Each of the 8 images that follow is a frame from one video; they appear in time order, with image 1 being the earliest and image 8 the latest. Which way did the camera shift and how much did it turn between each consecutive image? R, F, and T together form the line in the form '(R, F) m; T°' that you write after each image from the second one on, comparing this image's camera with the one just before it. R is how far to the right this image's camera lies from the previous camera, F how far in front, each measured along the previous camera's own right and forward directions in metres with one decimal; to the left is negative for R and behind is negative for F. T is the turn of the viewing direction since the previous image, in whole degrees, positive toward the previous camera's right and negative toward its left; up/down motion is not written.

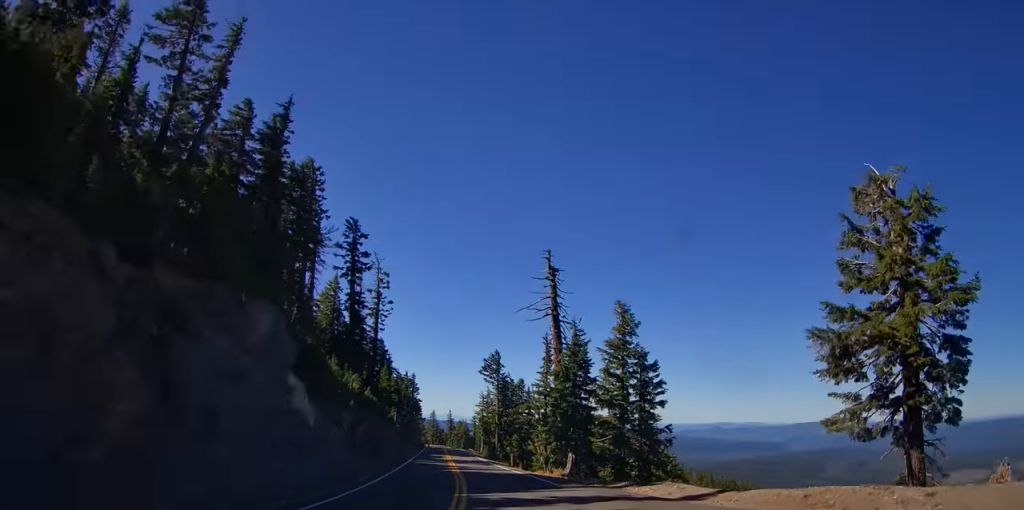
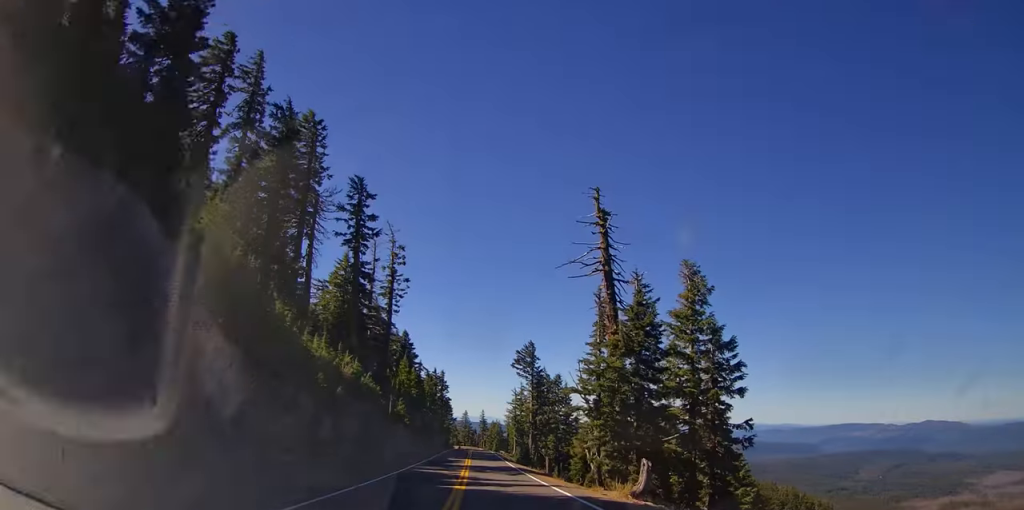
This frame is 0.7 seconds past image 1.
(0.0, +11.8) m; 0°
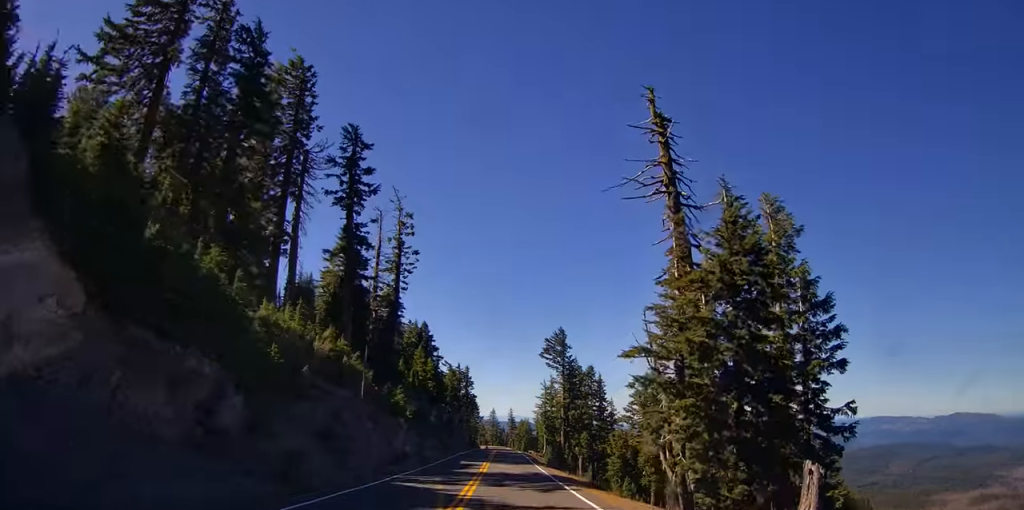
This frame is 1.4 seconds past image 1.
(0.0, +10.4) m; -2°
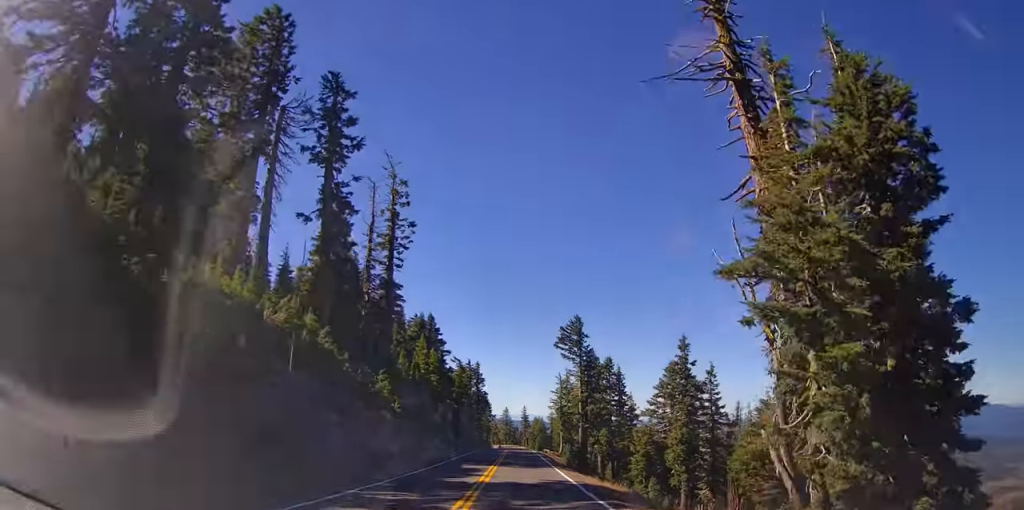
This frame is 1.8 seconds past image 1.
(+0.2, +7.7) m; -2°
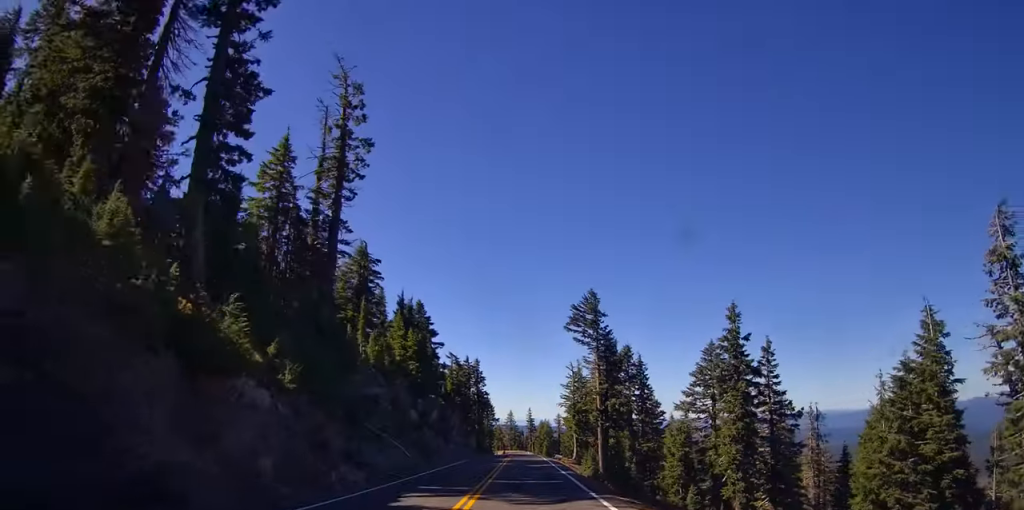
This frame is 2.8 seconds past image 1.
(-1.0, +15.6) m; -1°
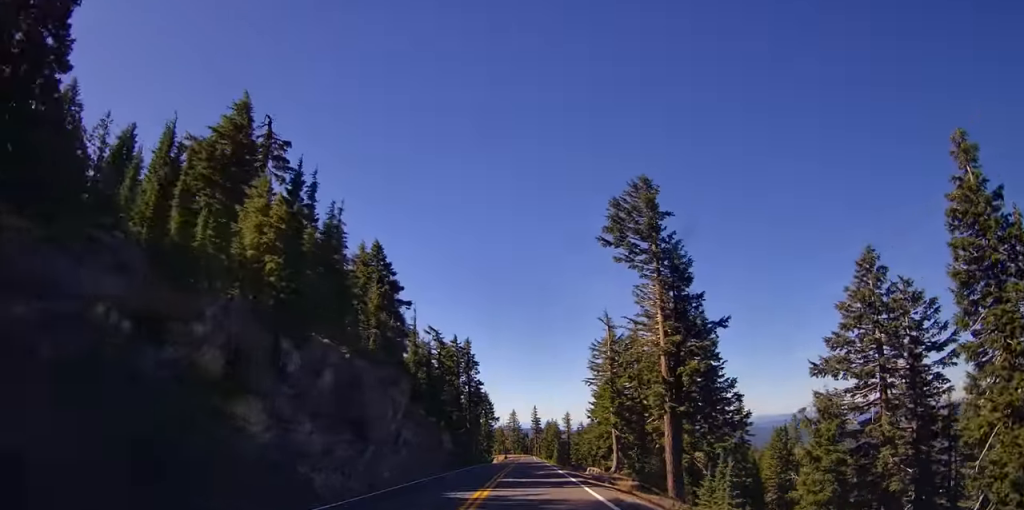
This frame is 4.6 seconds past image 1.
(+0.1, +31.4) m; -3°
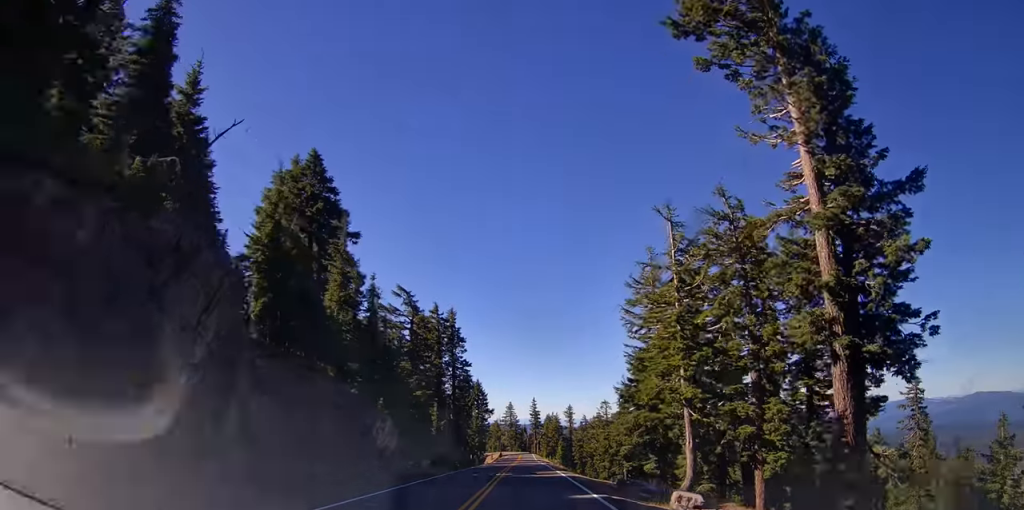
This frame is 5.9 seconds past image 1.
(-0.7, +22.3) m; -1°
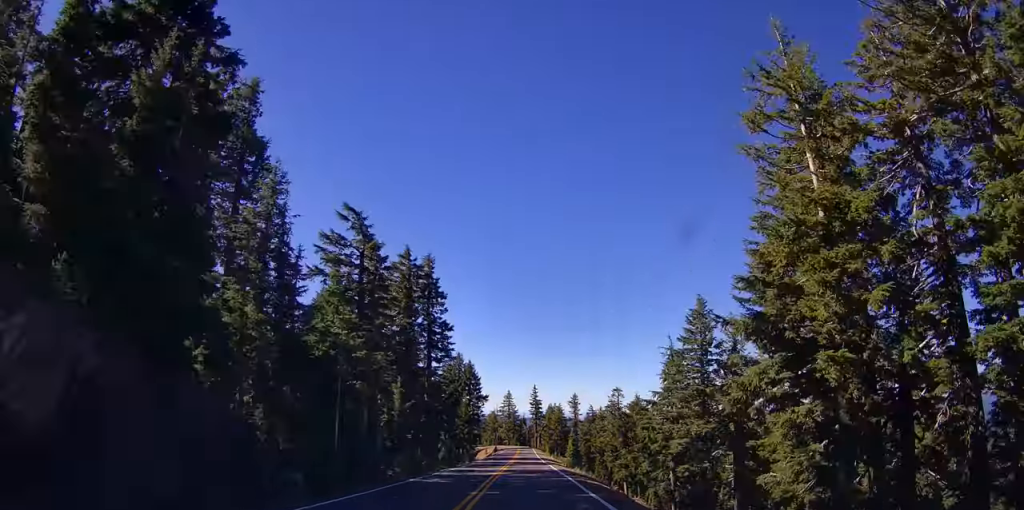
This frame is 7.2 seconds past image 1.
(+0.7, +24.0) m; +2°
